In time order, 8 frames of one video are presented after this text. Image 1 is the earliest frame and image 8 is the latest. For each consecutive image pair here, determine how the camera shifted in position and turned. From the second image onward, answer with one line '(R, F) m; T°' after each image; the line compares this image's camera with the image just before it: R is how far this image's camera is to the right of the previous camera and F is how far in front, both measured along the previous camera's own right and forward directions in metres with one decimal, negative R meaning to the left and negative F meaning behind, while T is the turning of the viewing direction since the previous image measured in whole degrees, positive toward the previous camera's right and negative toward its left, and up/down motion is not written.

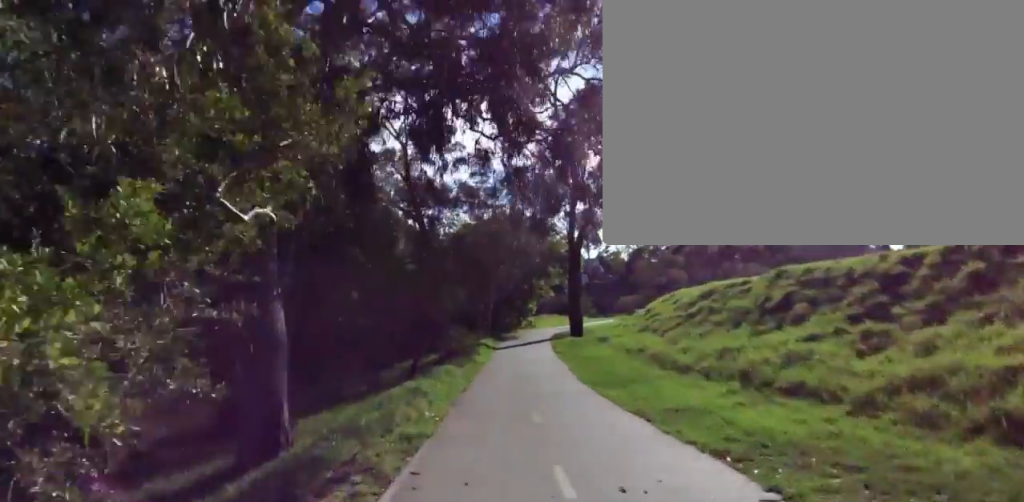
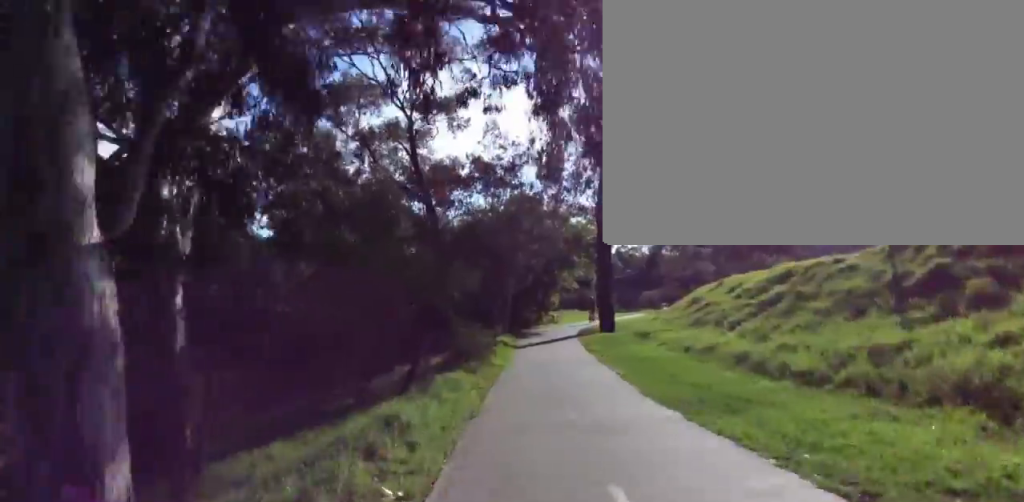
(+0.4, +4.3) m; +4°
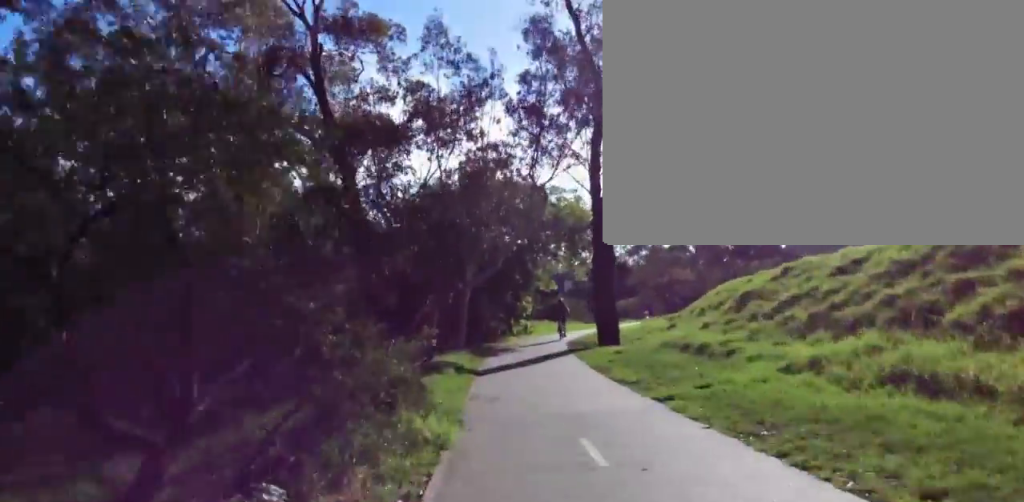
(+0.6, +9.7) m; +6°
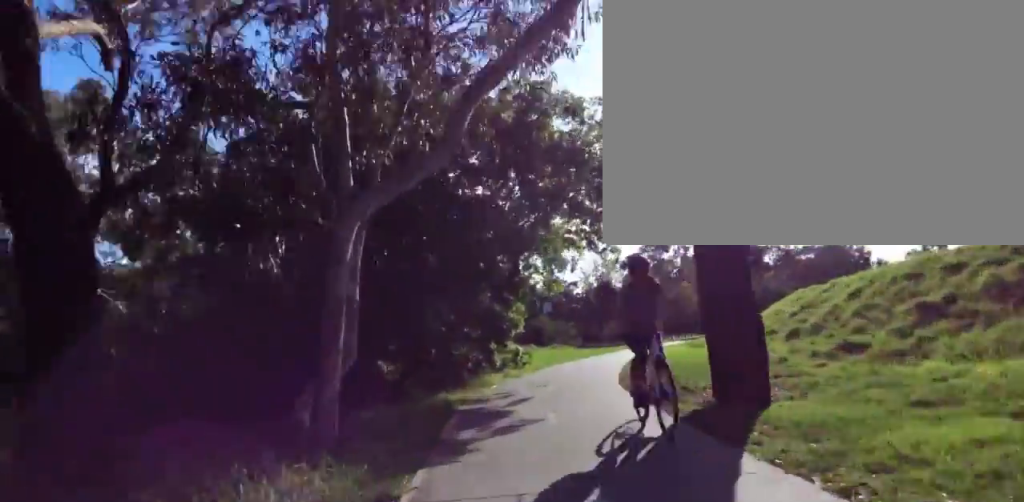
(+0.6, +13.0) m; +3°
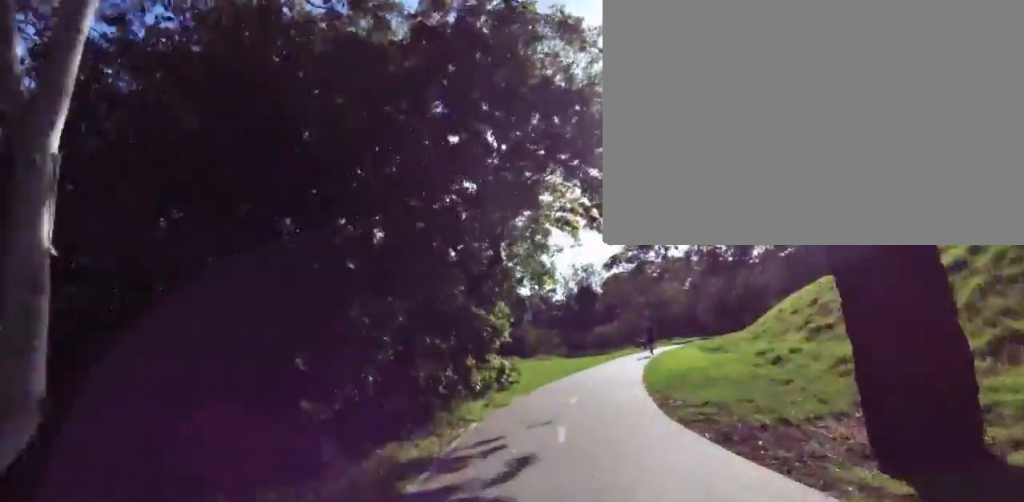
(0.0, +3.6) m; -1°
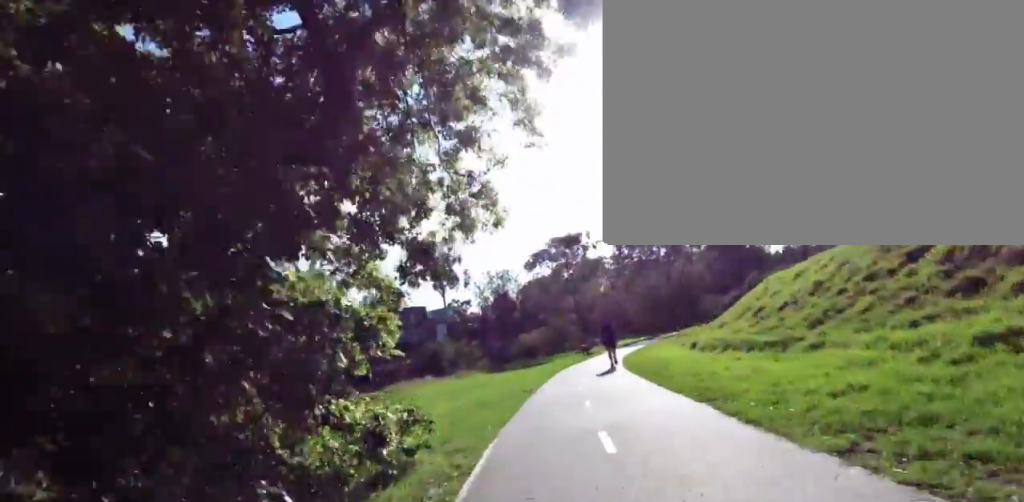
(-0.2, +8.1) m; +3°
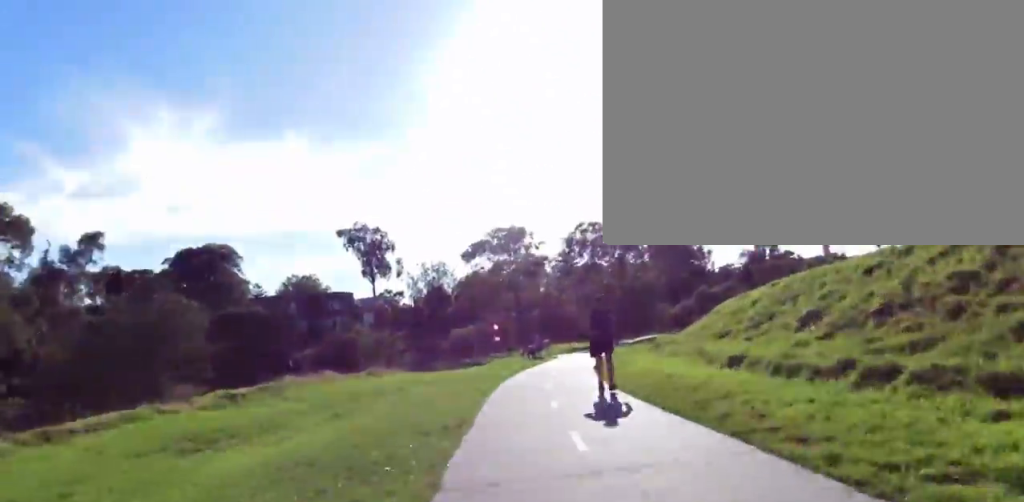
(+0.2, +6.8) m; +7°
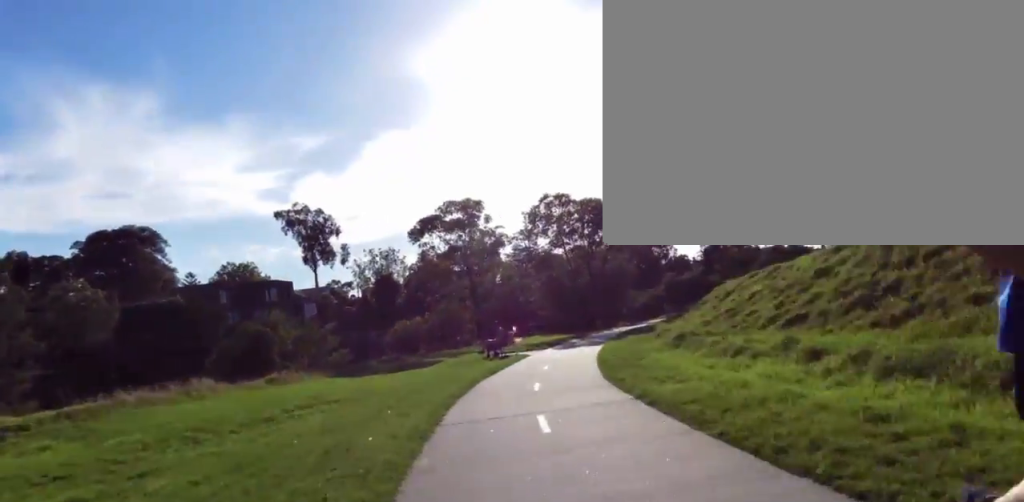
(+0.9, +7.4) m; +8°
